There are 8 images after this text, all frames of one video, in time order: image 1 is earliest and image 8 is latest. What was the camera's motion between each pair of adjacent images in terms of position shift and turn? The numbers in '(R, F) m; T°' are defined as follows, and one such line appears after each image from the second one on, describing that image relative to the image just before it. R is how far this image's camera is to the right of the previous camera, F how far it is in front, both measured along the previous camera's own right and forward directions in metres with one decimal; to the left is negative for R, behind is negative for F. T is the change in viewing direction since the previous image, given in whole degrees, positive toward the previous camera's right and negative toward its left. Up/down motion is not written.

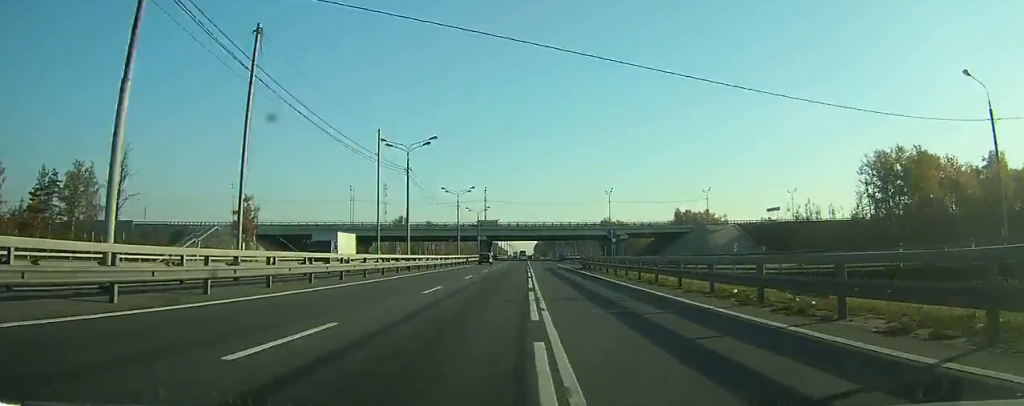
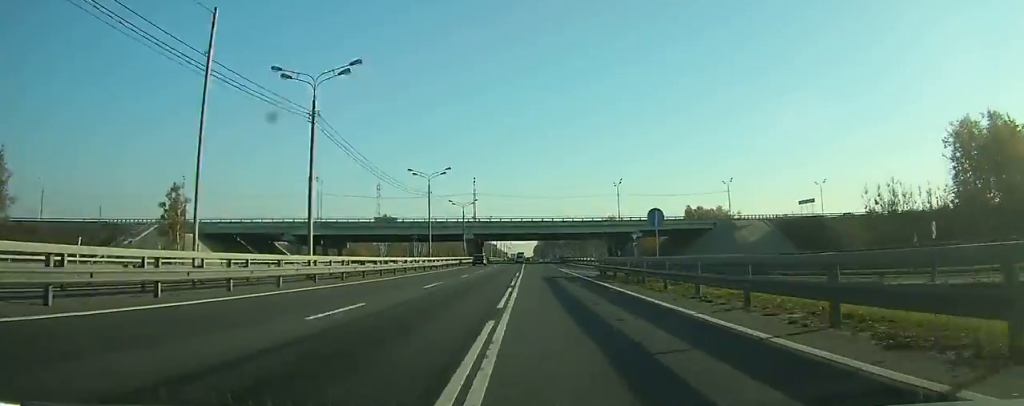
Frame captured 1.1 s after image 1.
(+0.1, +21.4) m; 0°
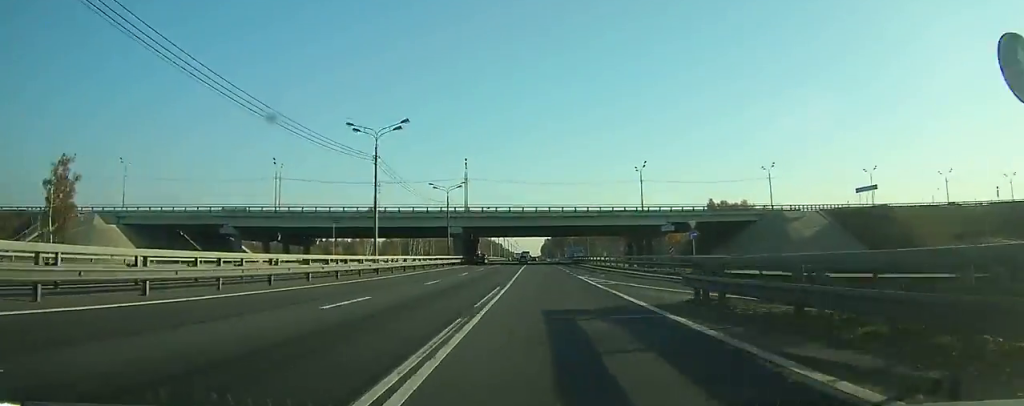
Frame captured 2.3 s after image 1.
(+0.1, +24.0) m; 0°
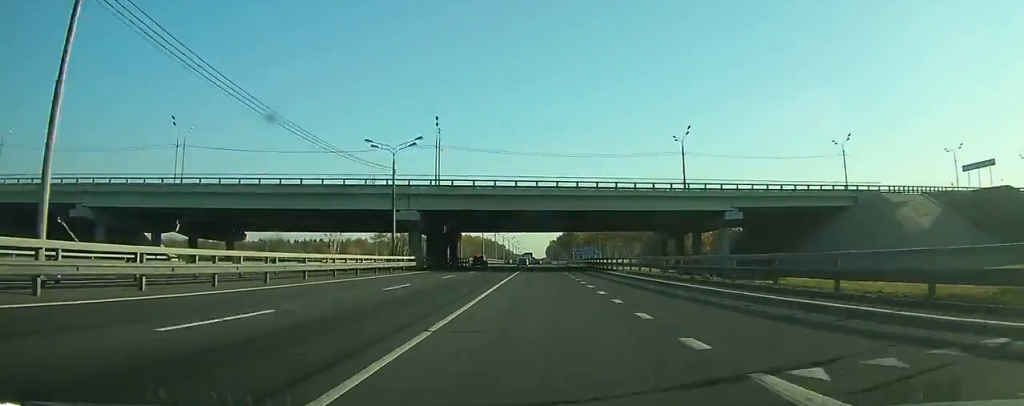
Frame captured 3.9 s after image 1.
(0.0, +31.5) m; 0°
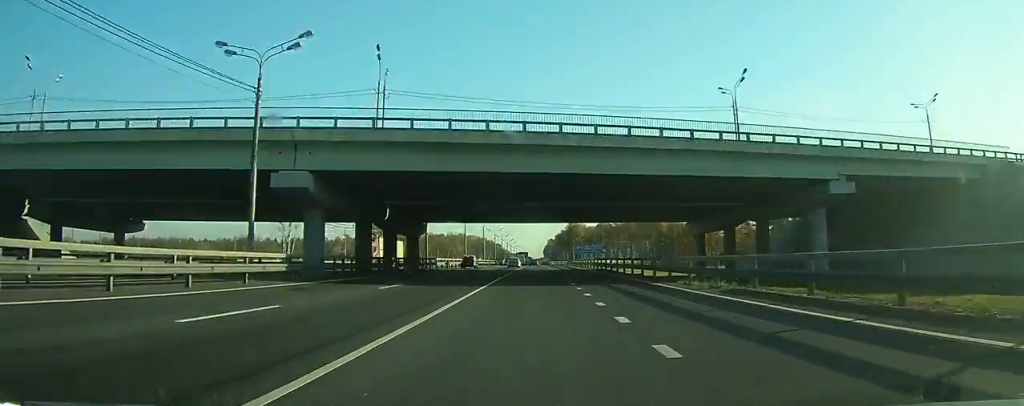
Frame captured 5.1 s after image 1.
(0.0, +24.4) m; 0°
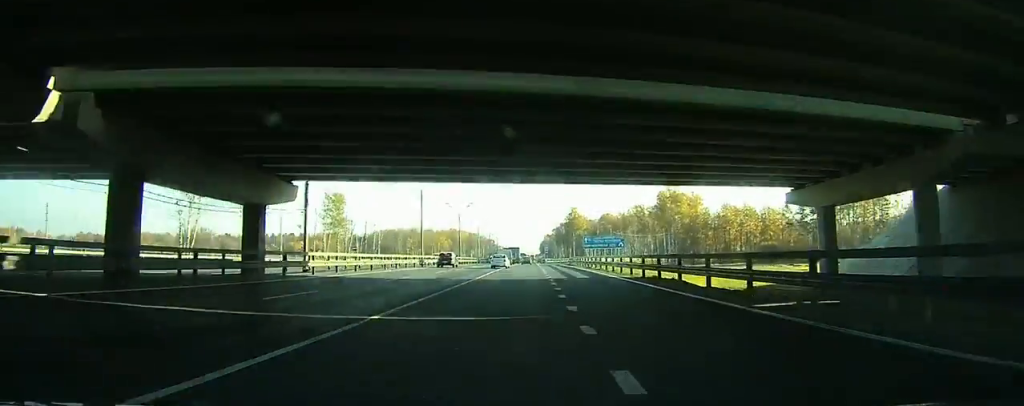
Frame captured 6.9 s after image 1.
(+0.1, +33.6) m; +1°
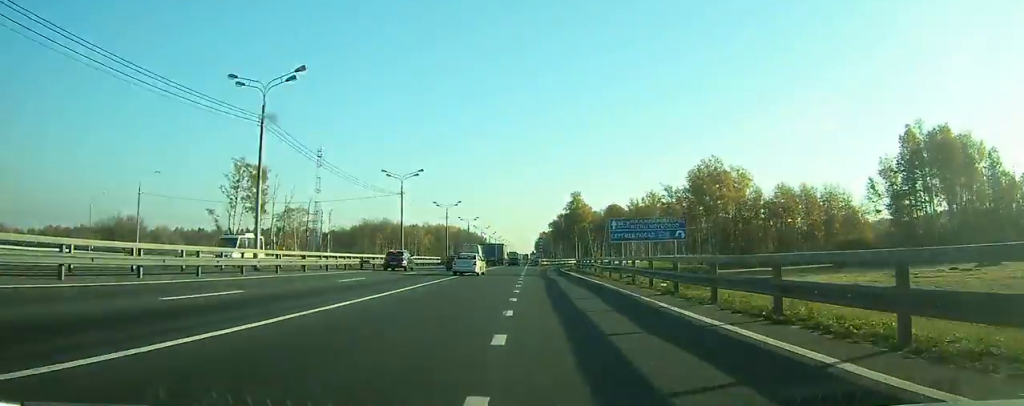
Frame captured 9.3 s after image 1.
(+0.3, +40.7) m; 0°
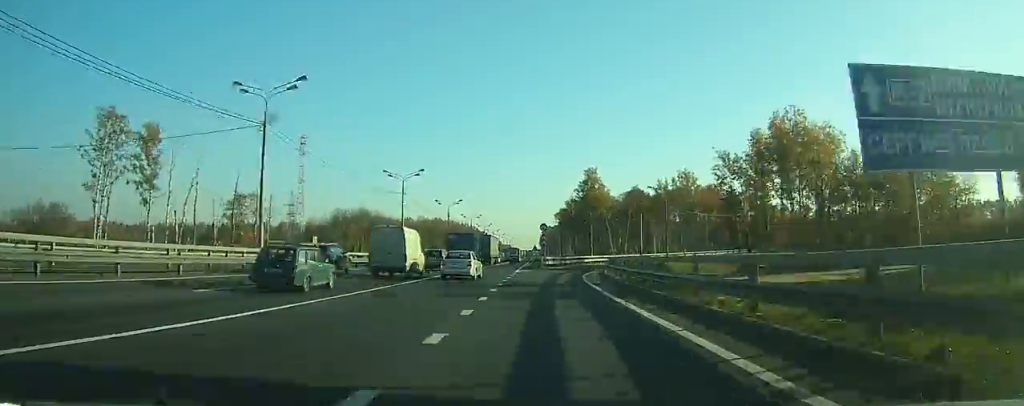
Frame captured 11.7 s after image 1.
(-0.4, +37.6) m; -1°
